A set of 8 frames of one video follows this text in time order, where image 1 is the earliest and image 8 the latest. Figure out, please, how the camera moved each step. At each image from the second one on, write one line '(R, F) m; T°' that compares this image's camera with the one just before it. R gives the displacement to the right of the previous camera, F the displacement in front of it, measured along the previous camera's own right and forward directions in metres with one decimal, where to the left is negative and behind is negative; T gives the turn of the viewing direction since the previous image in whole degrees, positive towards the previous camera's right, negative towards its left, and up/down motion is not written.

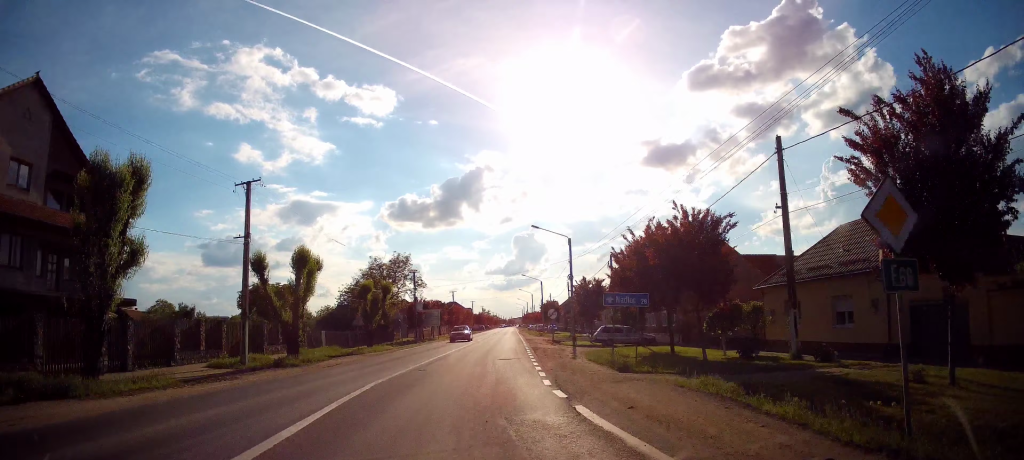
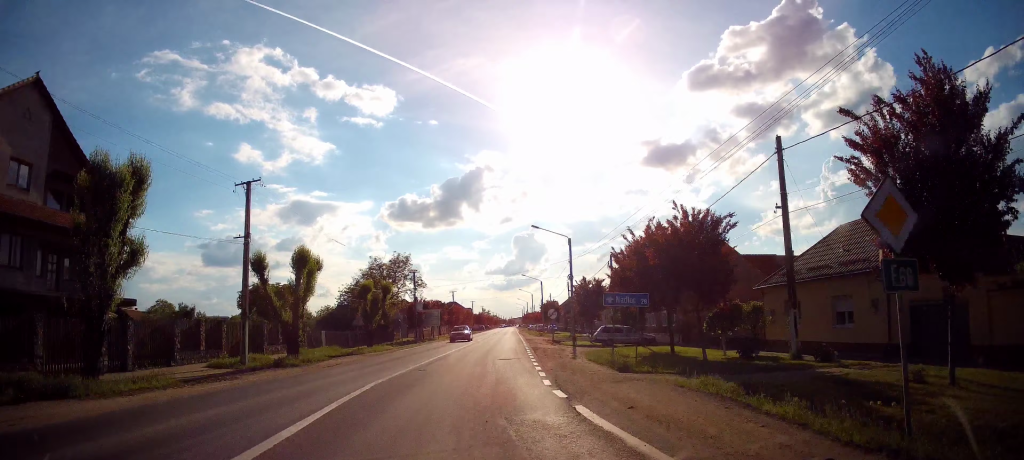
(0.0, 0.0) m; 0°
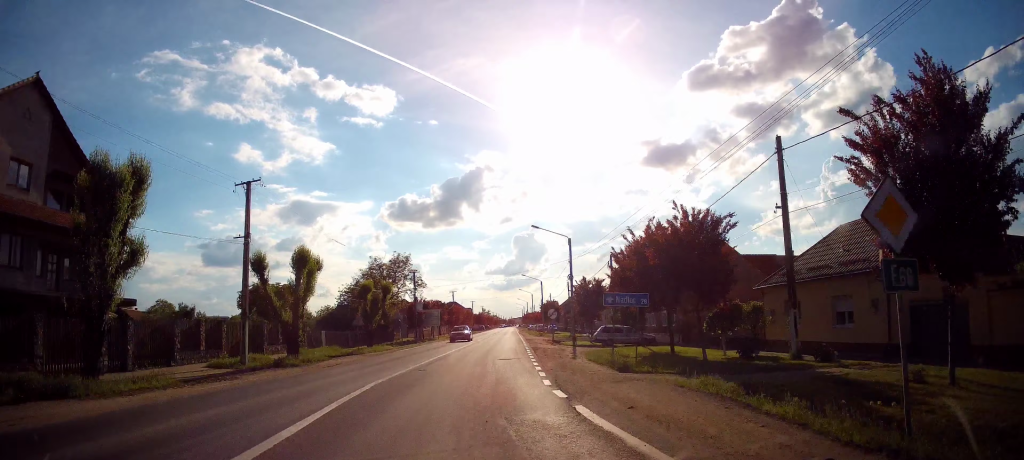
(0.0, 0.0) m; 0°
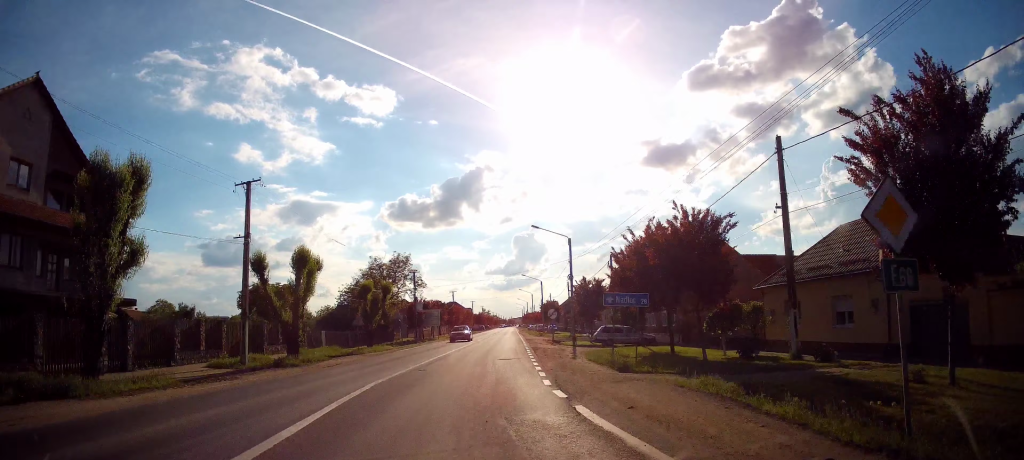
(0.0, 0.0) m; 0°
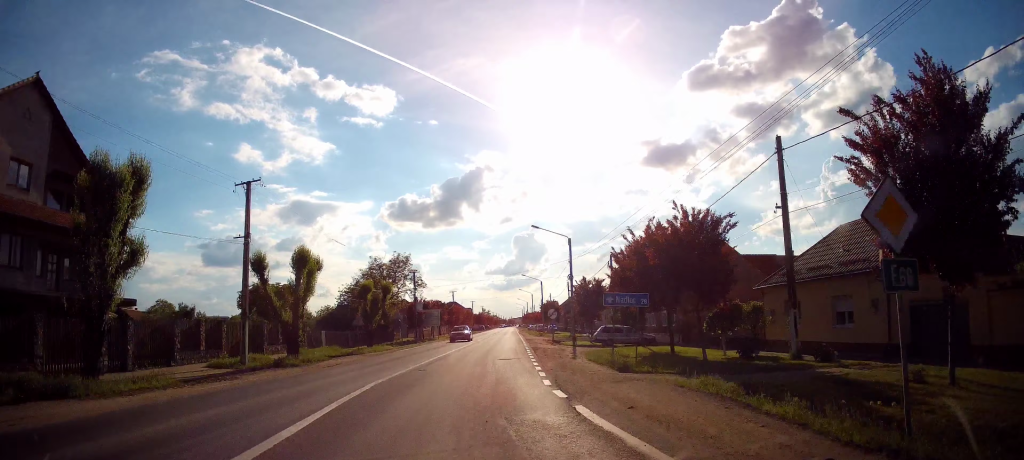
(0.0, 0.0) m; 0°
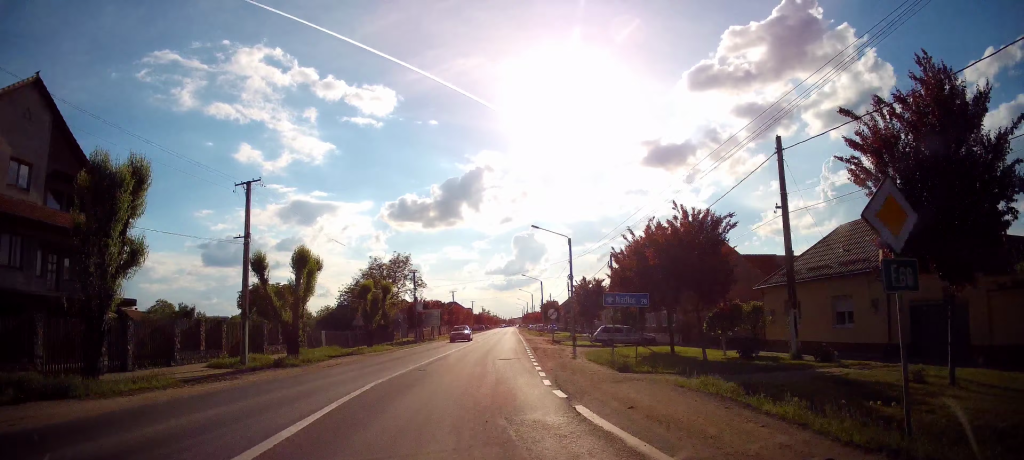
(0.0, 0.0) m; 0°
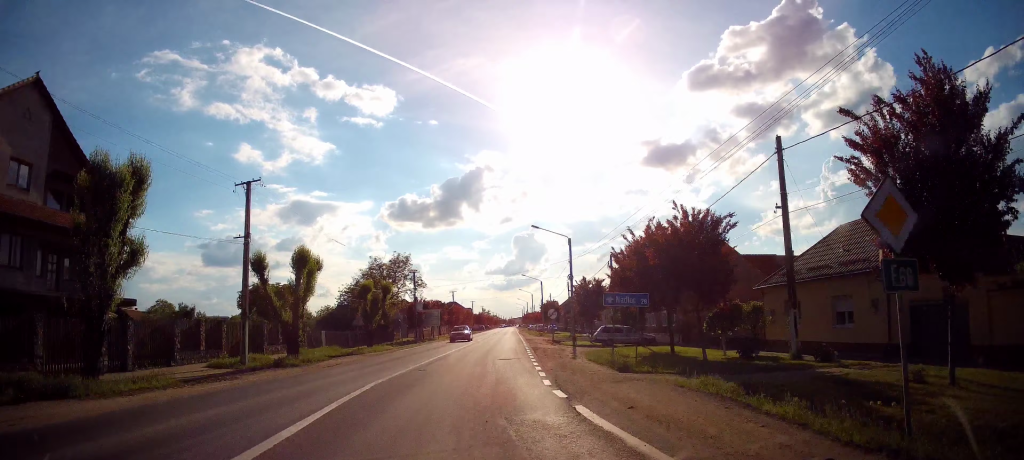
(0.0, 0.0) m; 0°
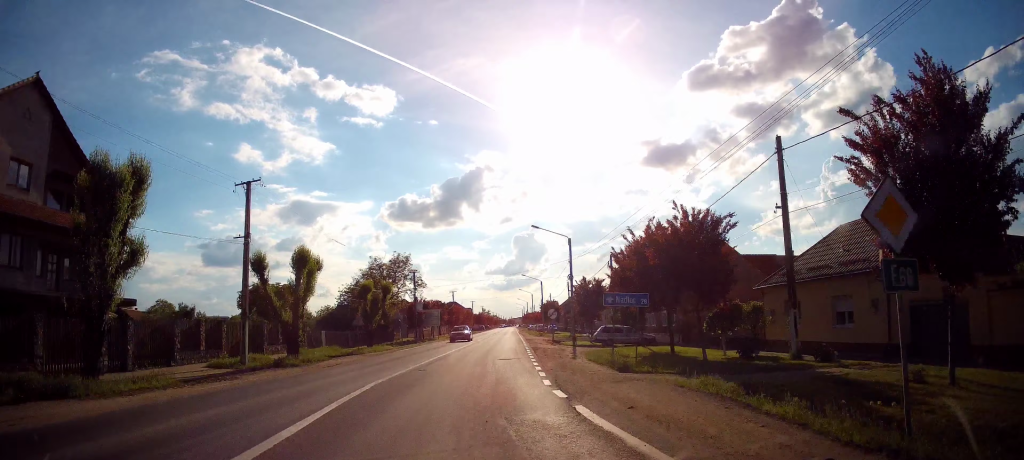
(0.0, 0.0) m; 0°
